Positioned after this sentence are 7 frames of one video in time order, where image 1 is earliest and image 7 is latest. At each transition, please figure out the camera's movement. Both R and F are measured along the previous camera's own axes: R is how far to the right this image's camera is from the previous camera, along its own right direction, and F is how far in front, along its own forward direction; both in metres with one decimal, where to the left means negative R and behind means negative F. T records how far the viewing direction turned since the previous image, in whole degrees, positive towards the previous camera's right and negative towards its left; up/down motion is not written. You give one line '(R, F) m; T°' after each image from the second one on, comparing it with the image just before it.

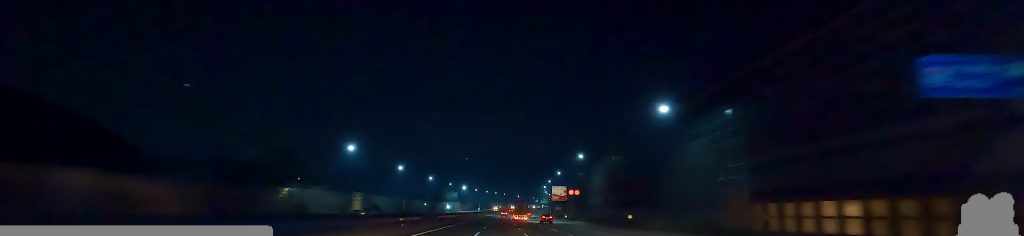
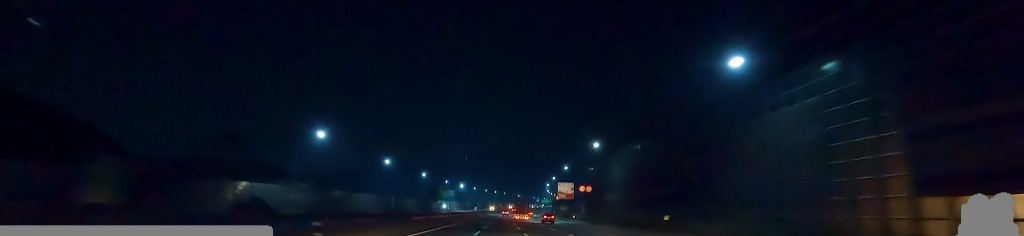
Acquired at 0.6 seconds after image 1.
(0.0, +16.4) m; 0°
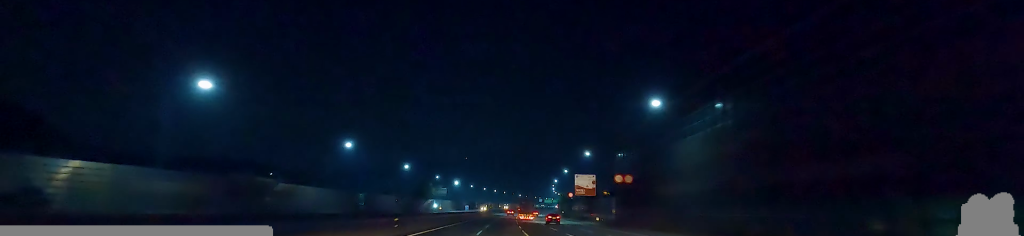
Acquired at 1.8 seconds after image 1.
(0.0, +32.0) m; 0°
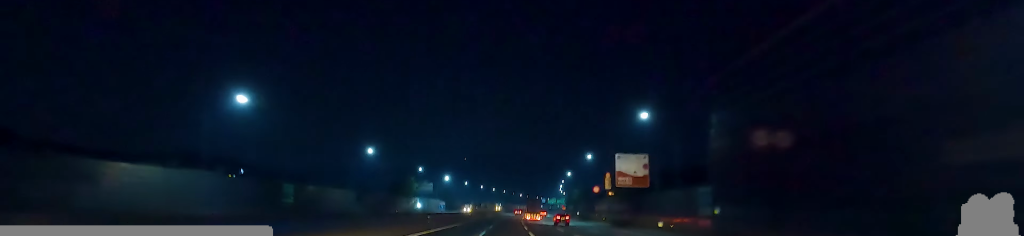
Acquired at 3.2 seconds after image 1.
(0.0, +38.4) m; 0°
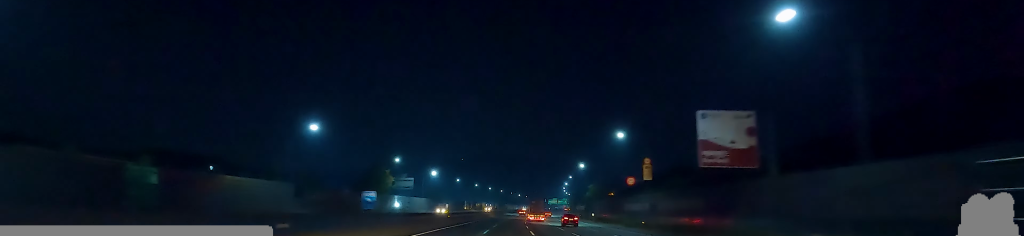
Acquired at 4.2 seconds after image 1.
(0.0, +29.4) m; 0°
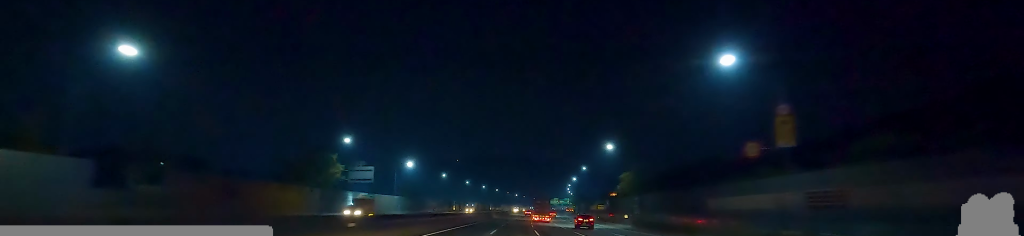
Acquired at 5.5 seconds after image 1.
(0.0, +35.8) m; 0°
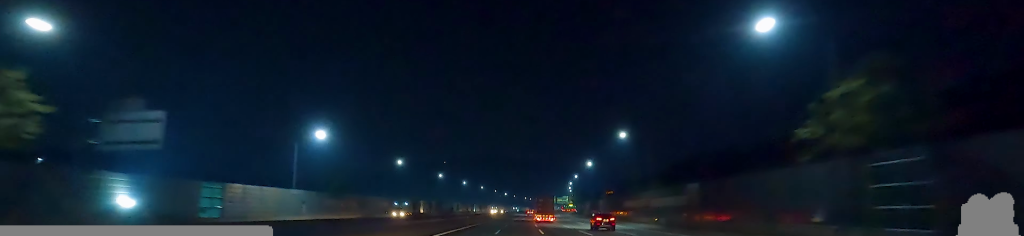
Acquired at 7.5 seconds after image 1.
(+1.1, +53.7) m; +4°
